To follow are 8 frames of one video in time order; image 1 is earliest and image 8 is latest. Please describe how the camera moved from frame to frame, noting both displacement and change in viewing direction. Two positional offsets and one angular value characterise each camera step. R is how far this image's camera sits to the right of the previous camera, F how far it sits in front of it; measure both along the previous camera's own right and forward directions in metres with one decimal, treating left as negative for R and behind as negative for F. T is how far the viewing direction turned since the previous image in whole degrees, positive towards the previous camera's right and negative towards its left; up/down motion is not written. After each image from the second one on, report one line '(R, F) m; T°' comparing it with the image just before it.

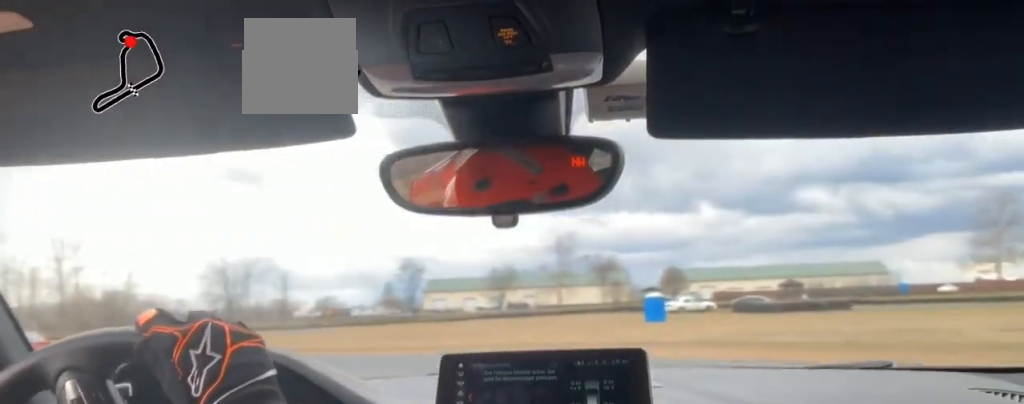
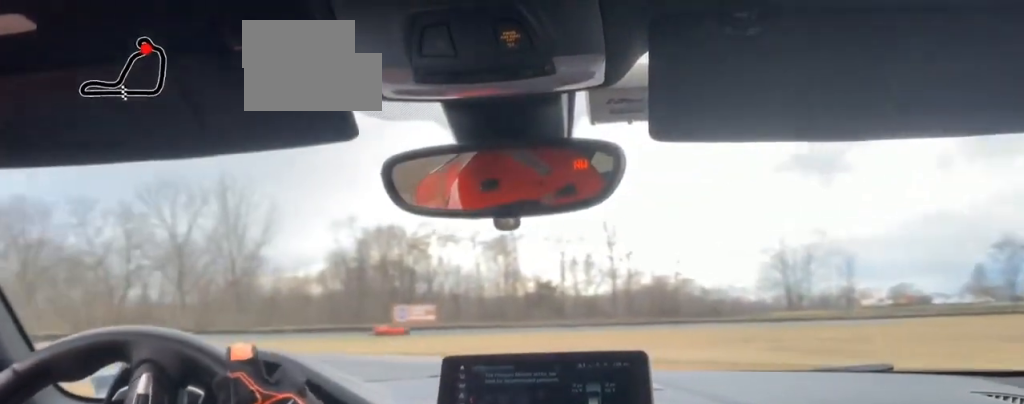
(-6.5, +19.5) m; -36°
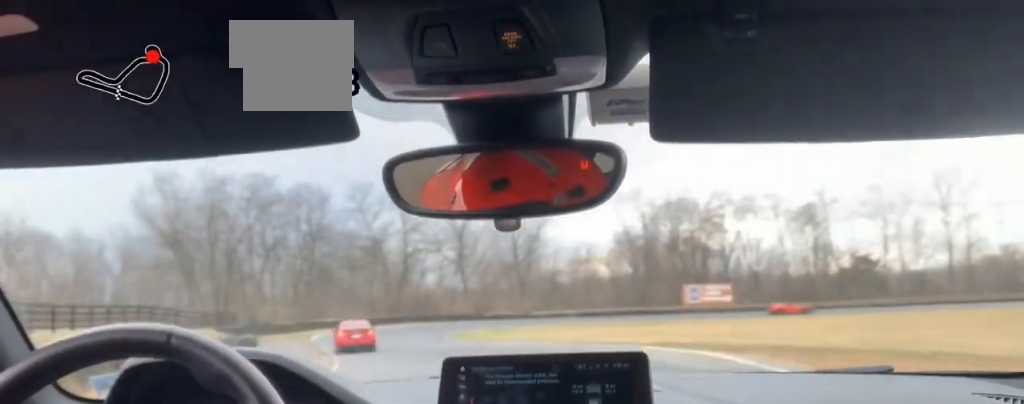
(-2.4, +11.4) m; -14°
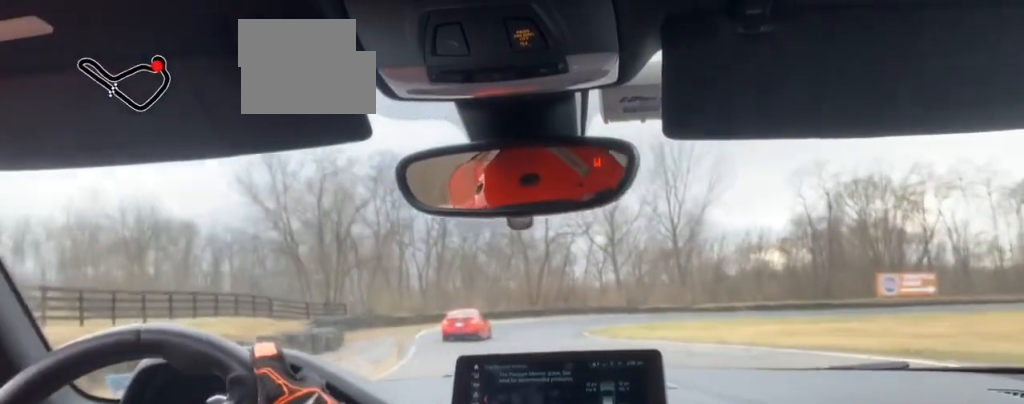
(-0.7, +11.9) m; -13°
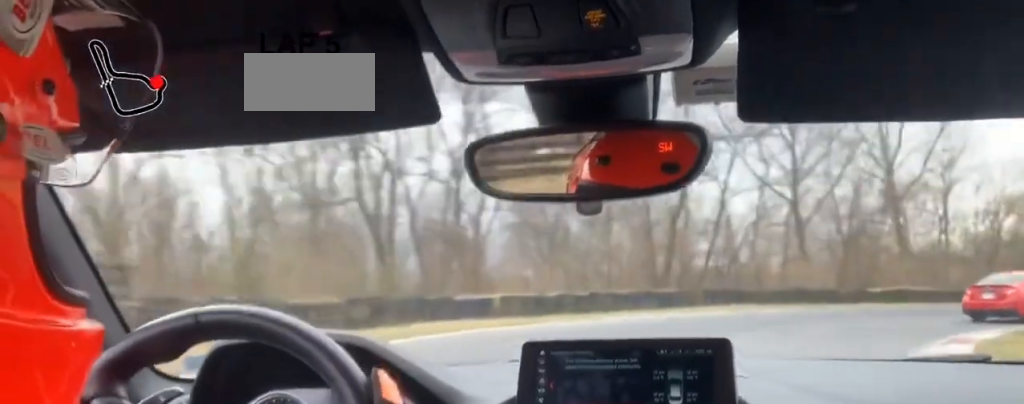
(-8.4, +38.7) m; -10°
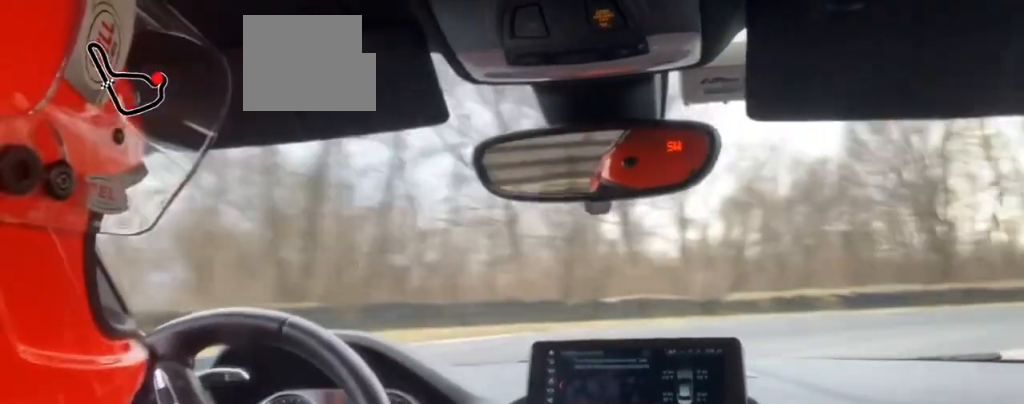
(+1.1, +16.1) m; +17°
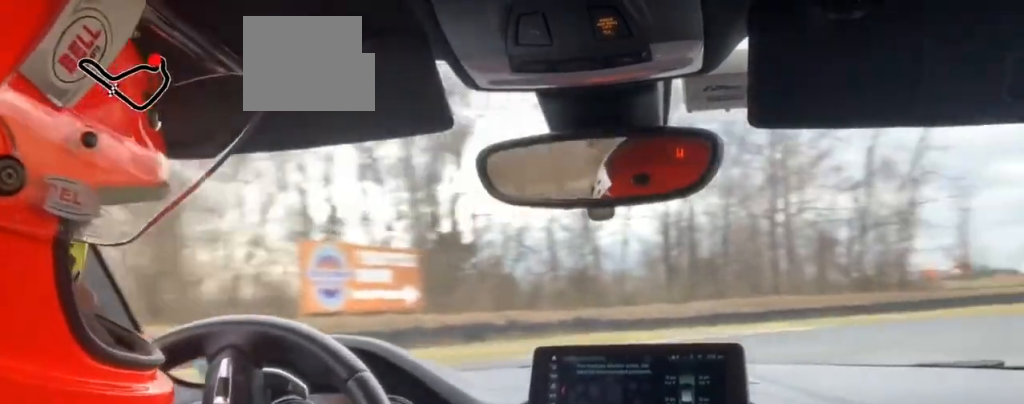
(+8.6, +23.4) m; +36°
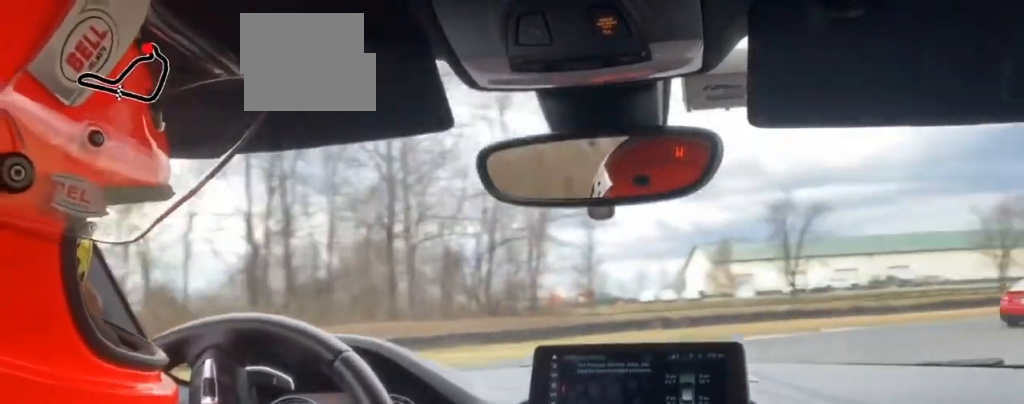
(+0.9, +13.2) m; +19°
